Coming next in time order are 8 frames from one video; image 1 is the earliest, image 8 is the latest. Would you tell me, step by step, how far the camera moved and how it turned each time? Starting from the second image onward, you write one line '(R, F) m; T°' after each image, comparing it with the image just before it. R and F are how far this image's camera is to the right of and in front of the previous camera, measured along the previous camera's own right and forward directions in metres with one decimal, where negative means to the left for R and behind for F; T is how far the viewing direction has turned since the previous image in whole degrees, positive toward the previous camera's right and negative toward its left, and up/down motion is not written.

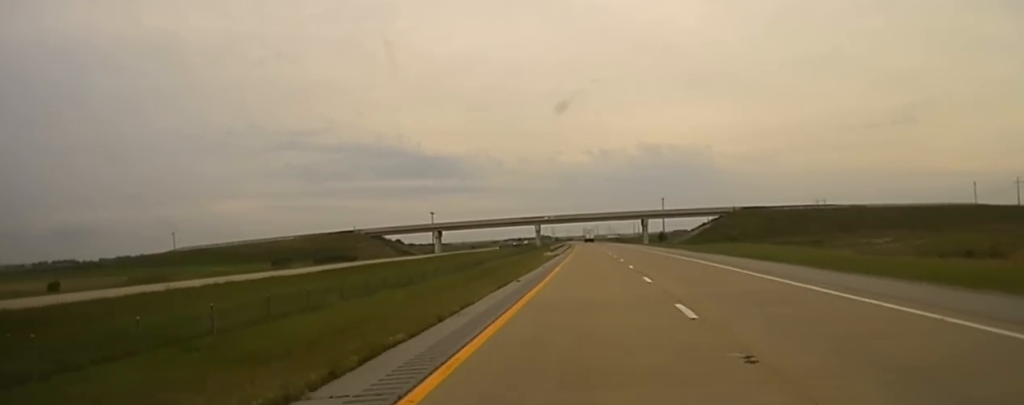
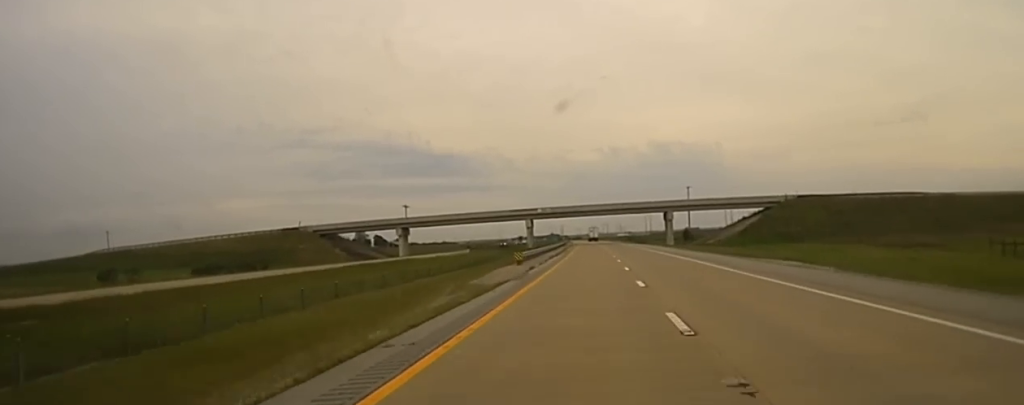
(-0.2, +62.6) m; -1°
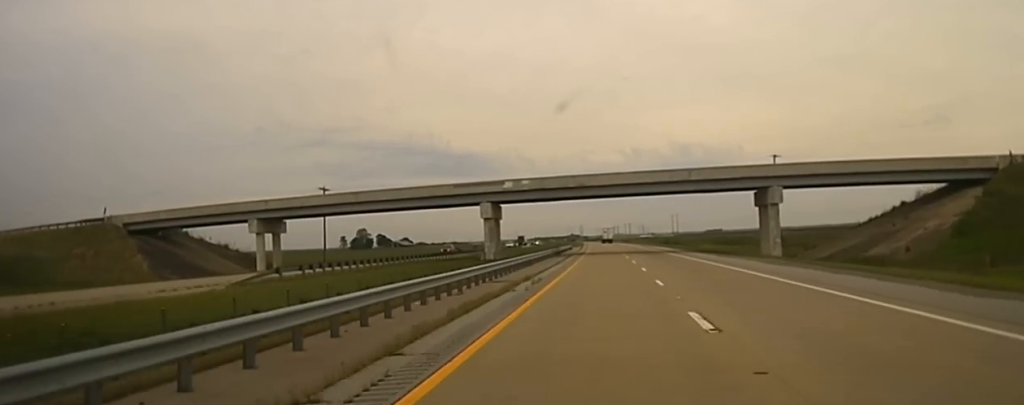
(-1.0, +93.6) m; -1°
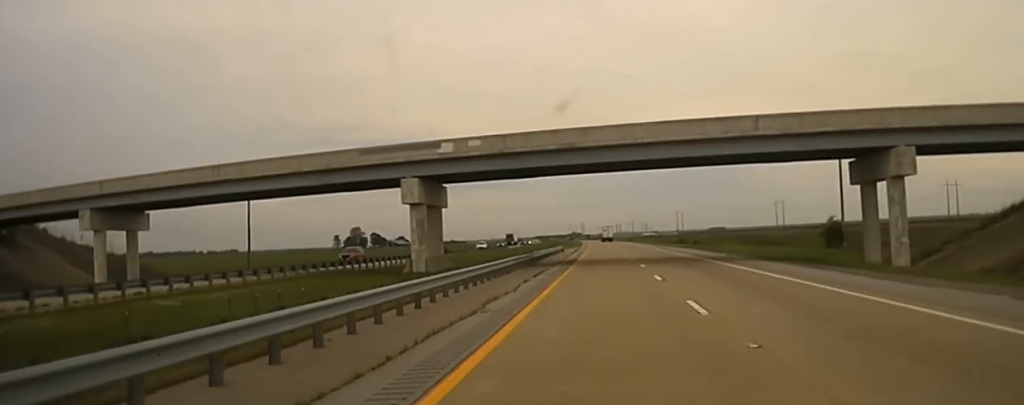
(+0.1, +33.2) m; 0°
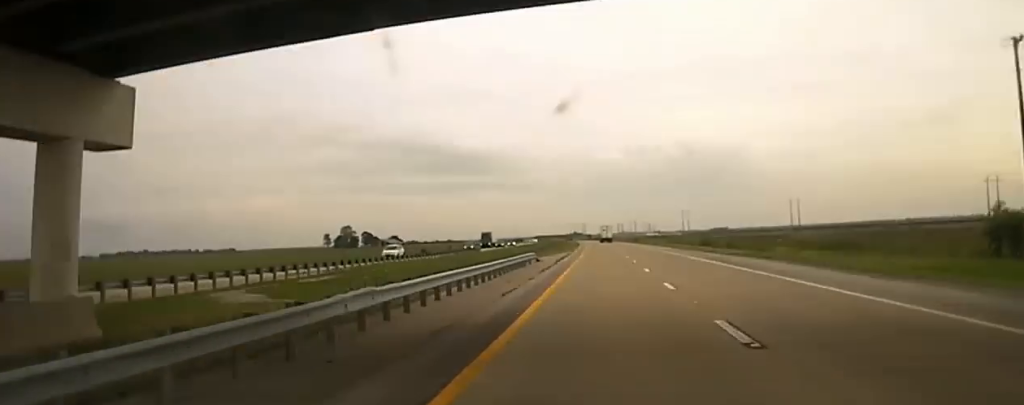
(-0.4, +33.2) m; -1°
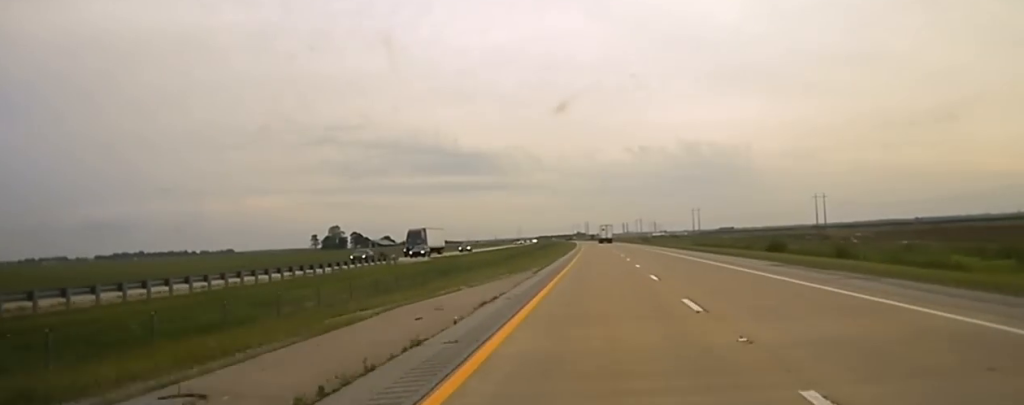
(-0.1, +42.5) m; 0°
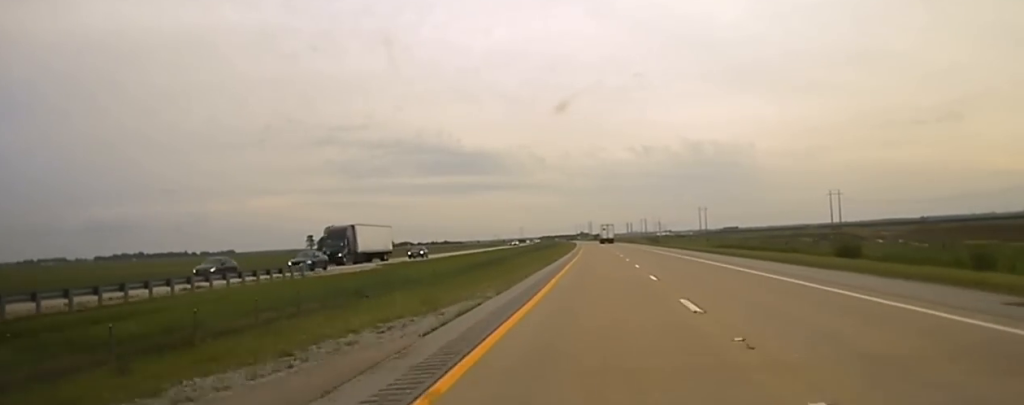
(0.0, +21.9) m; 0°
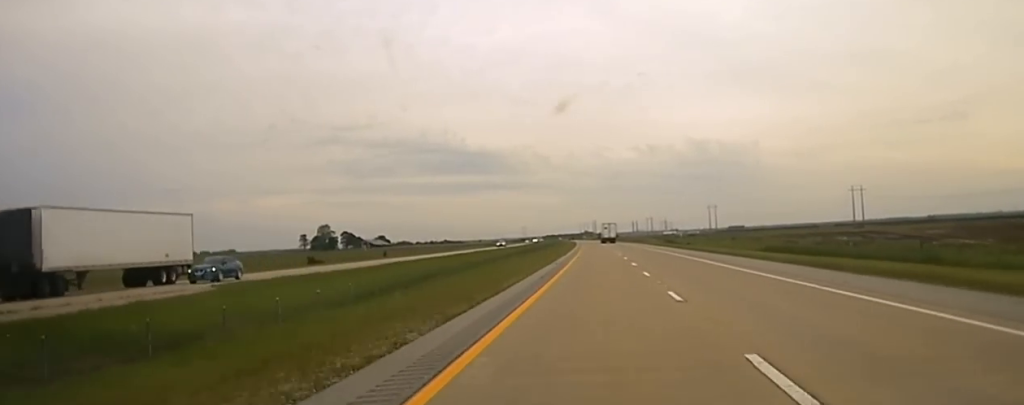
(0.0, +28.1) m; 0°
